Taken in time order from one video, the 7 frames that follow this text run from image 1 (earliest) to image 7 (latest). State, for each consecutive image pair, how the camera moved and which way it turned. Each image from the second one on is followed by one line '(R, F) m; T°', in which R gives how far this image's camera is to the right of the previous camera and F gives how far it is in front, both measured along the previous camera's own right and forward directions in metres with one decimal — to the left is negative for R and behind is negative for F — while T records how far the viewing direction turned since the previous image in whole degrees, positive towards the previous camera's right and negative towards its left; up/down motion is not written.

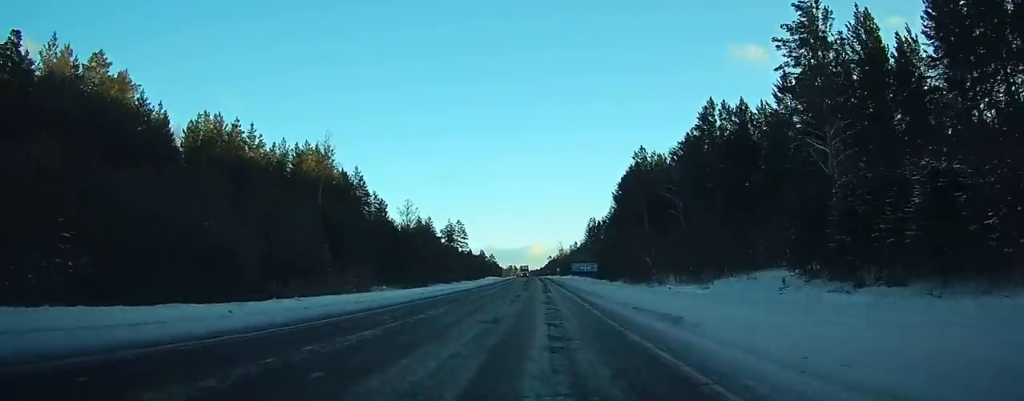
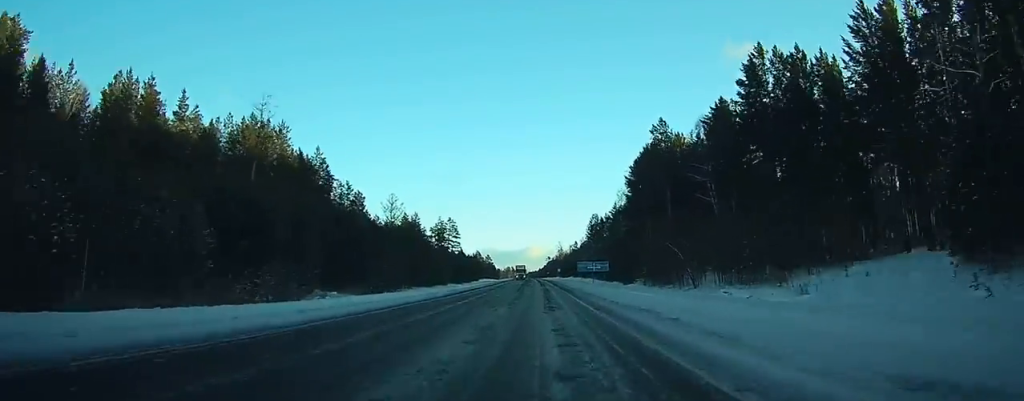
(0.0, +20.1) m; 0°
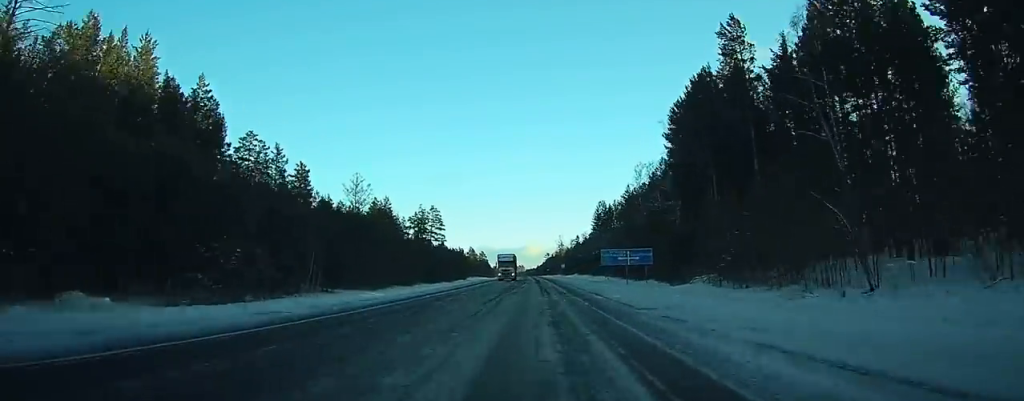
(+0.1, +35.9) m; 0°
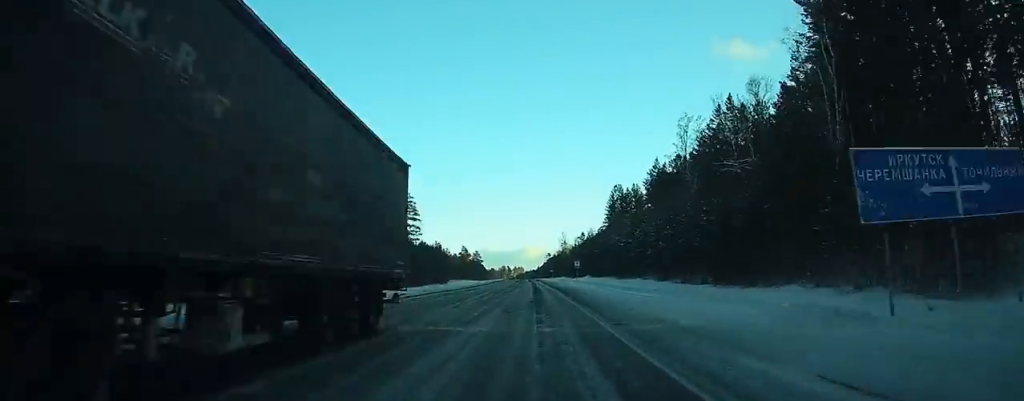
(+0.2, +44.5) m; 0°
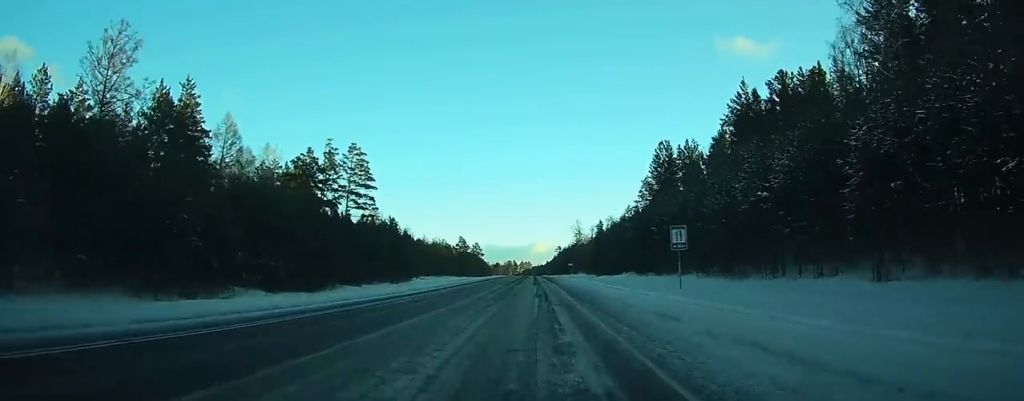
(0.0, +54.5) m; 0°
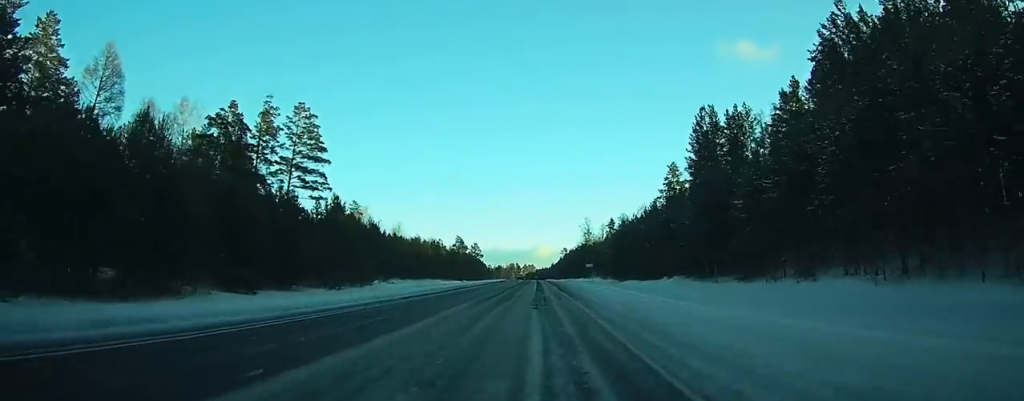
(0.0, +28.7) m; -1°
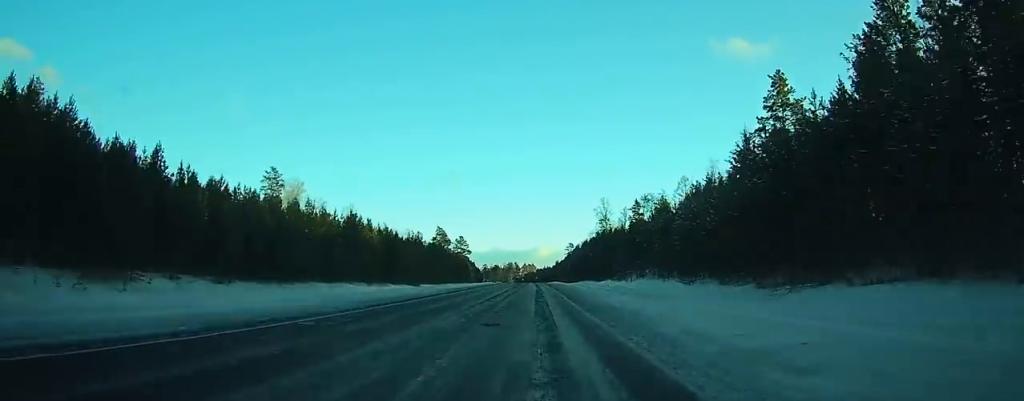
(-0.6, +62.9) m; -1°
